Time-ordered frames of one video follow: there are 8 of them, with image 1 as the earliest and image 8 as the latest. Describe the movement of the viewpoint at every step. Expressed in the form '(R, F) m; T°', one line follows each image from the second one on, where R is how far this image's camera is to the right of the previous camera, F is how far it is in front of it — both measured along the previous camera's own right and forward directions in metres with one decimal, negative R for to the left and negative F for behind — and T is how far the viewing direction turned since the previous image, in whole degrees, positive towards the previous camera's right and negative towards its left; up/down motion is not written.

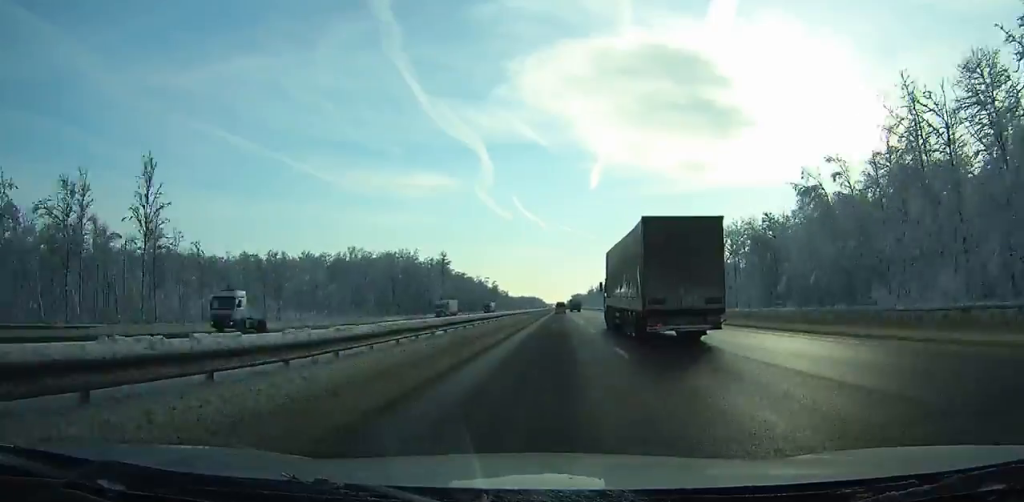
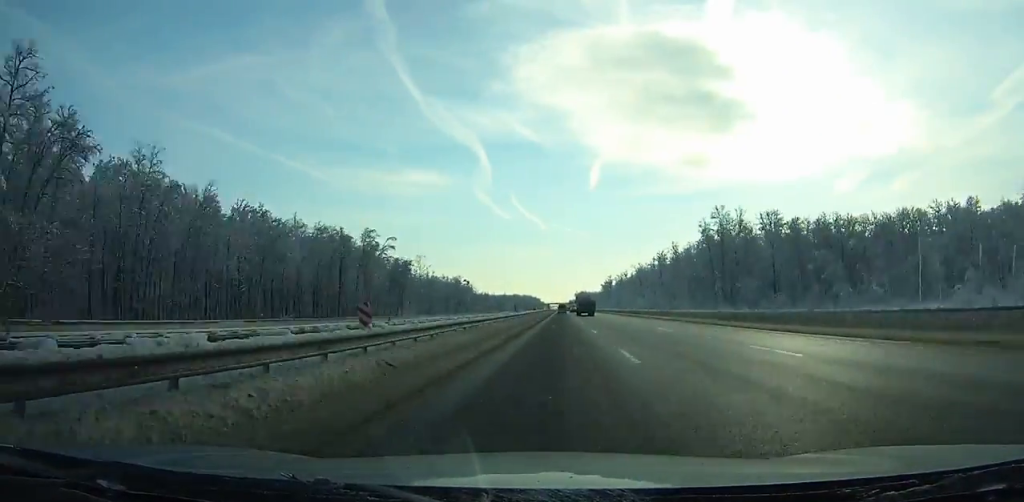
(-0.1, +211.5) m; 0°
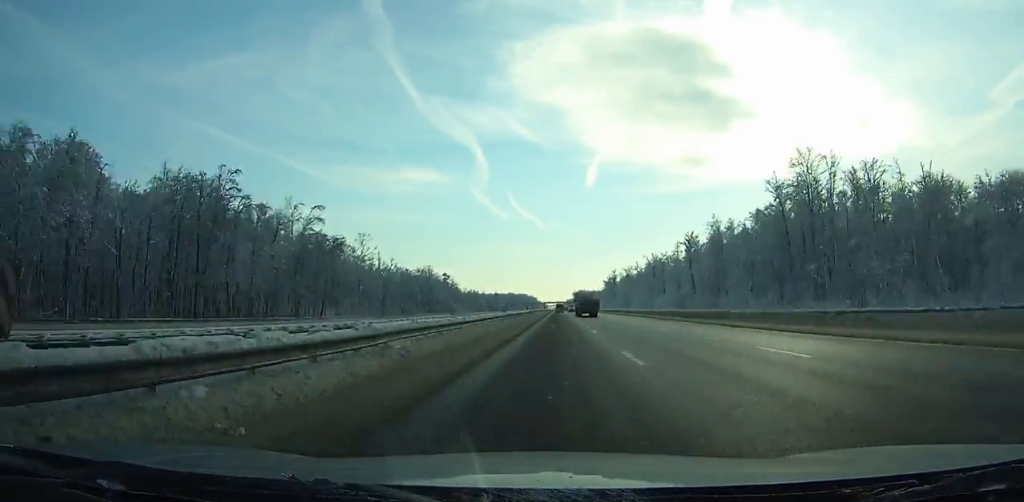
(0.0, +48.5) m; 0°
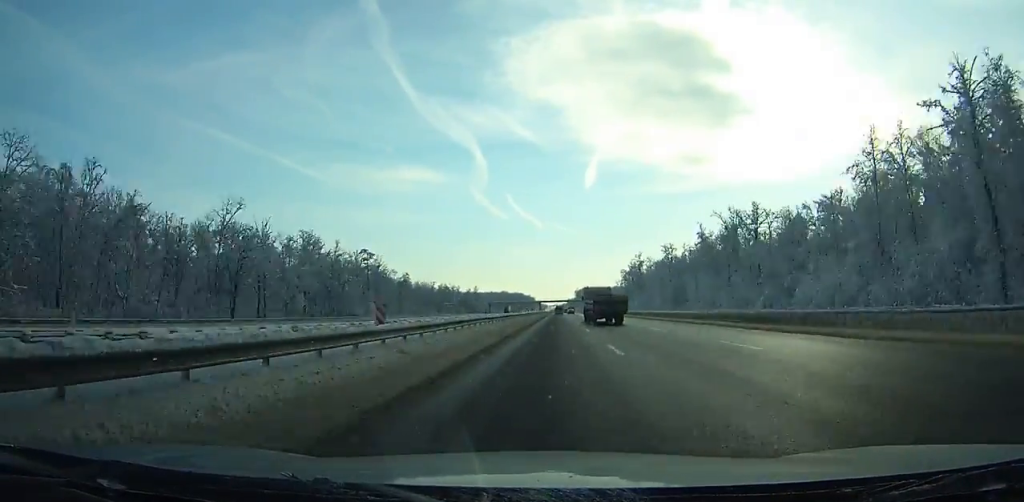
(+0.1, +109.2) m; 0°
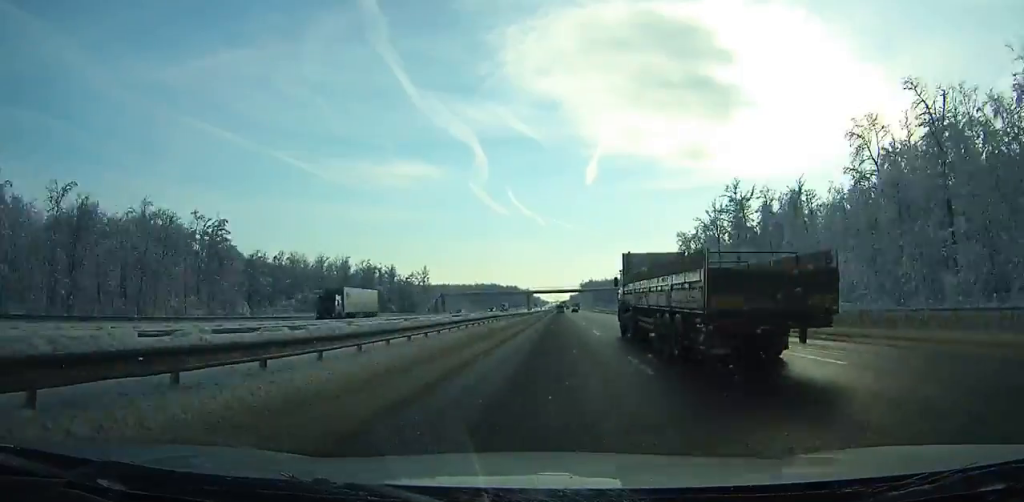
(-0.1, +133.2) m; 0°
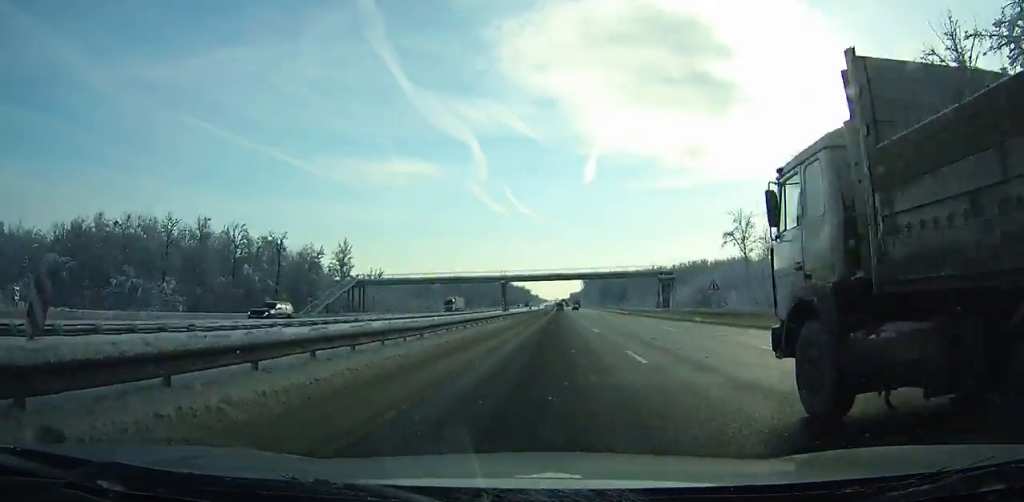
(0.0, +78.4) m; 0°
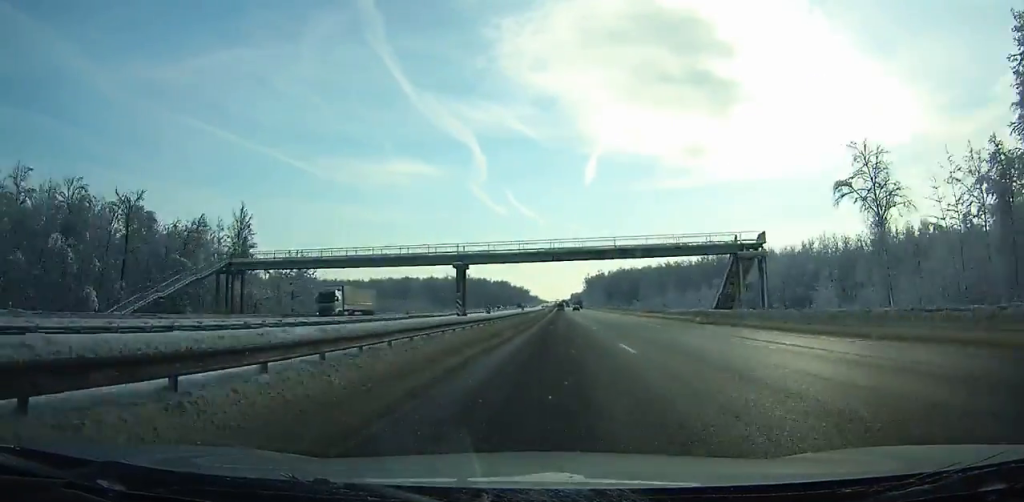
(+0.1, +45.1) m; 0°
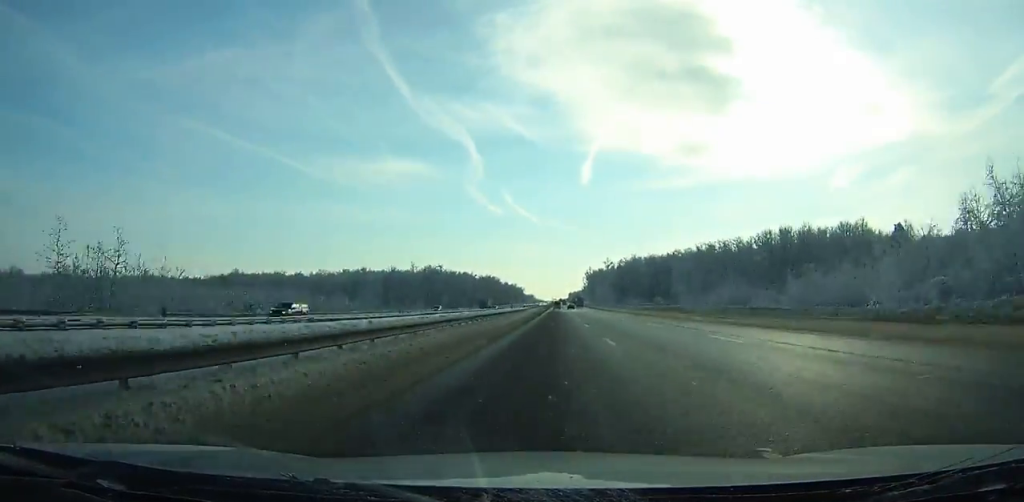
(0.0, +78.1) m; 0°
